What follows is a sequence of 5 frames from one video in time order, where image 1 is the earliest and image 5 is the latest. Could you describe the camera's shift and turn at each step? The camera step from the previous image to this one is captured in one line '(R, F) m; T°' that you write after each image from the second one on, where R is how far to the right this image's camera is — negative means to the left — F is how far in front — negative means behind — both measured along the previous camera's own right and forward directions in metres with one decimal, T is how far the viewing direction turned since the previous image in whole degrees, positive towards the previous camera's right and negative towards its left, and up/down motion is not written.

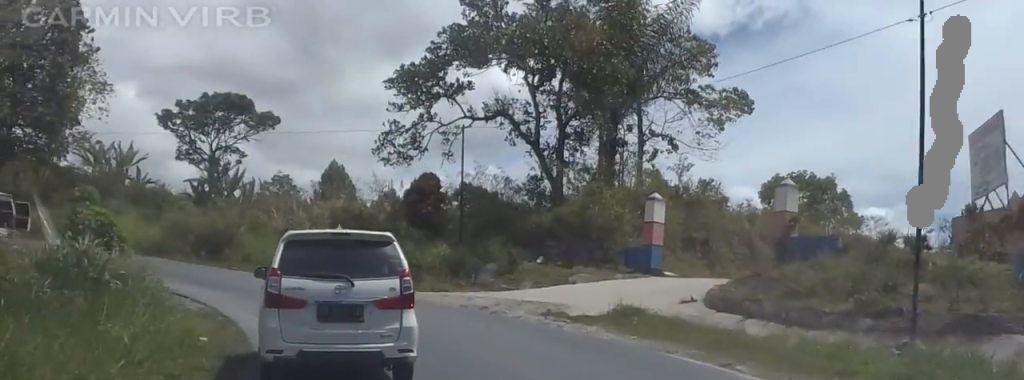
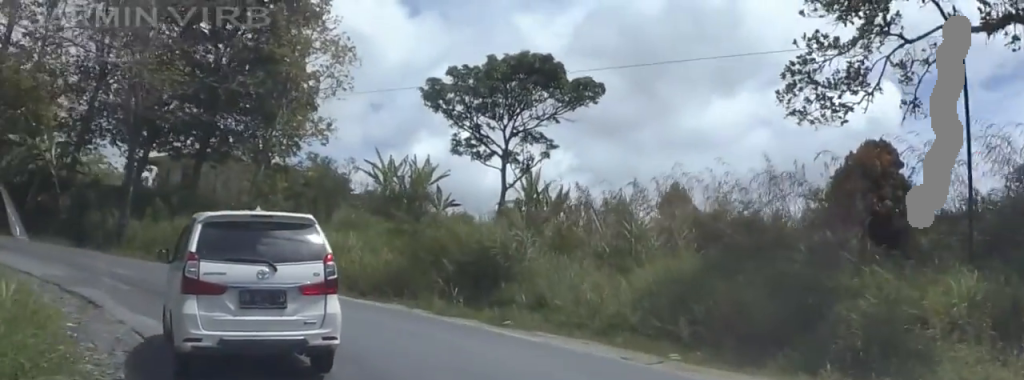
(-0.8, +18.6) m; -11°
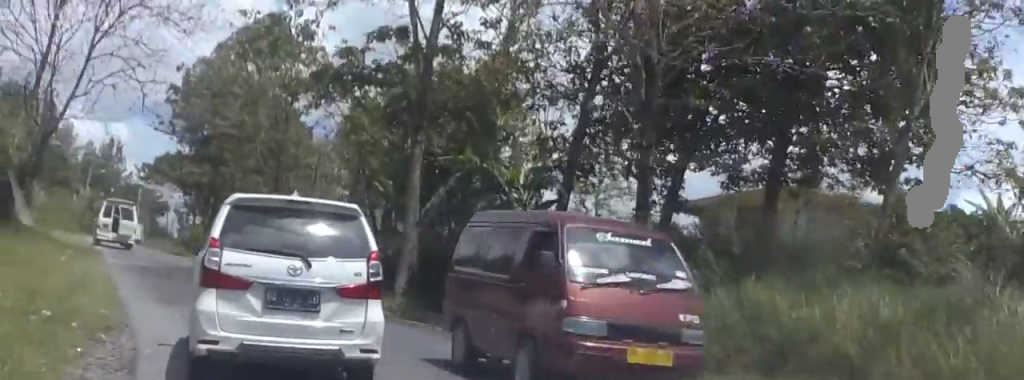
(-4.9, +16.8) m; -35°
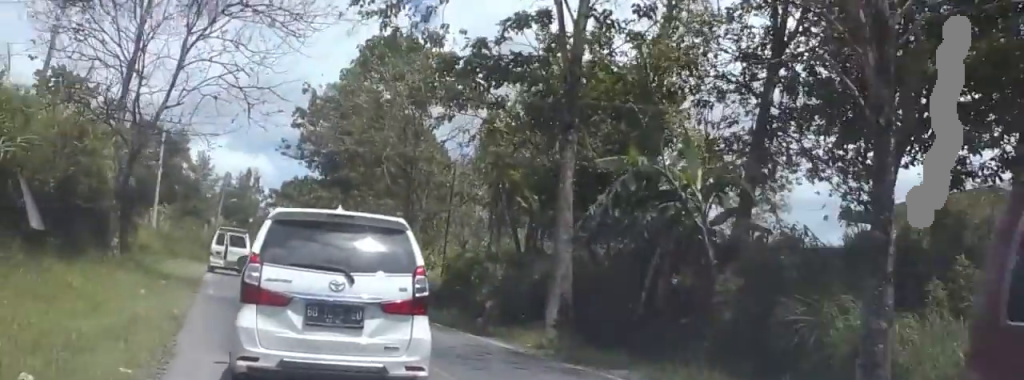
(+0.3, +4.6) m; -10°
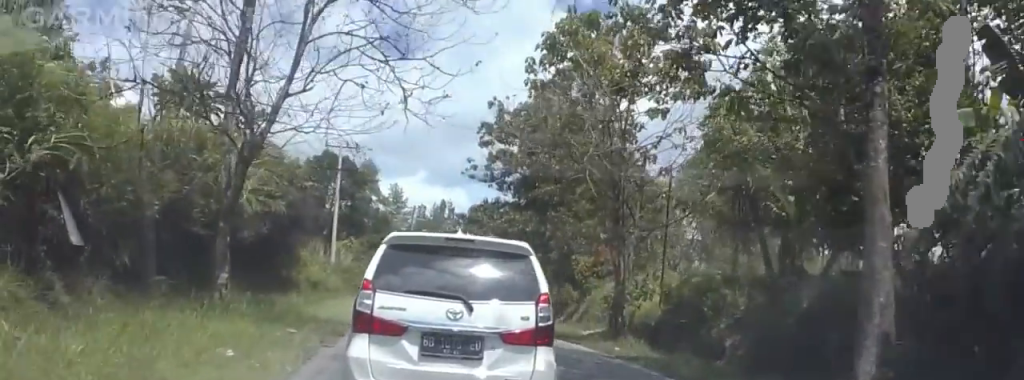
(-1.8, +7.0) m; -13°
